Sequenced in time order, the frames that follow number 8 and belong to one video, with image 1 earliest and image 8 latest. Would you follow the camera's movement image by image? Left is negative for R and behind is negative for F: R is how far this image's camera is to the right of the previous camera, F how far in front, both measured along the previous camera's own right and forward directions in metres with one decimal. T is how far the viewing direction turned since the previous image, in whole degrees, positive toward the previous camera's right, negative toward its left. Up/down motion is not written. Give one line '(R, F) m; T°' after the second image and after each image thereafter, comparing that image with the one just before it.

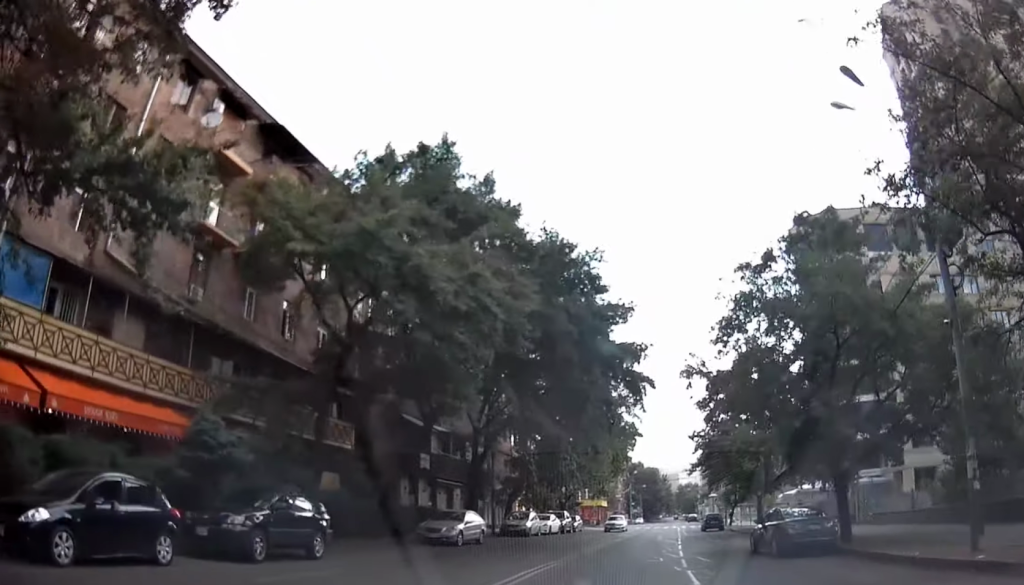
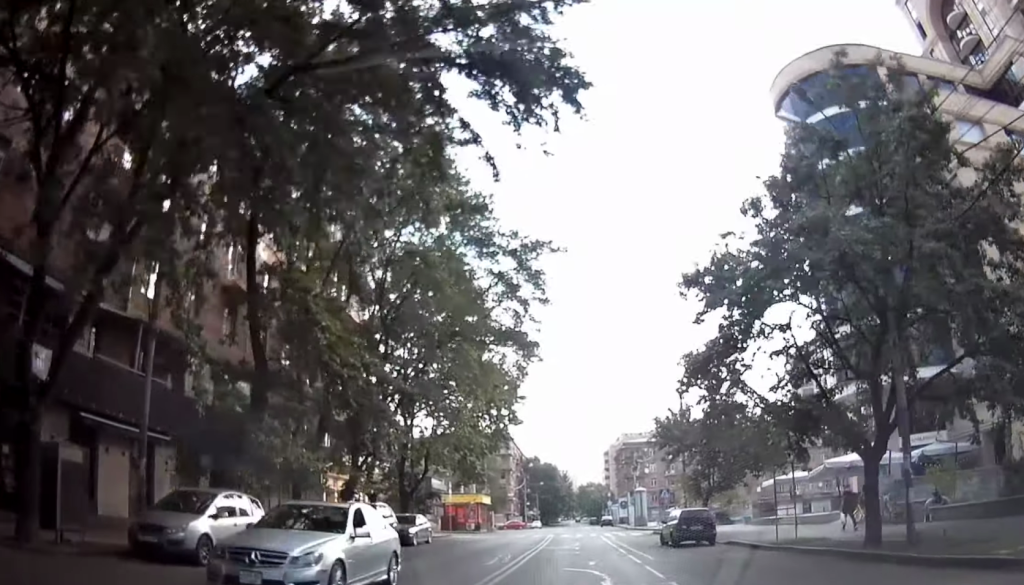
(+3.1, +27.7) m; +10°
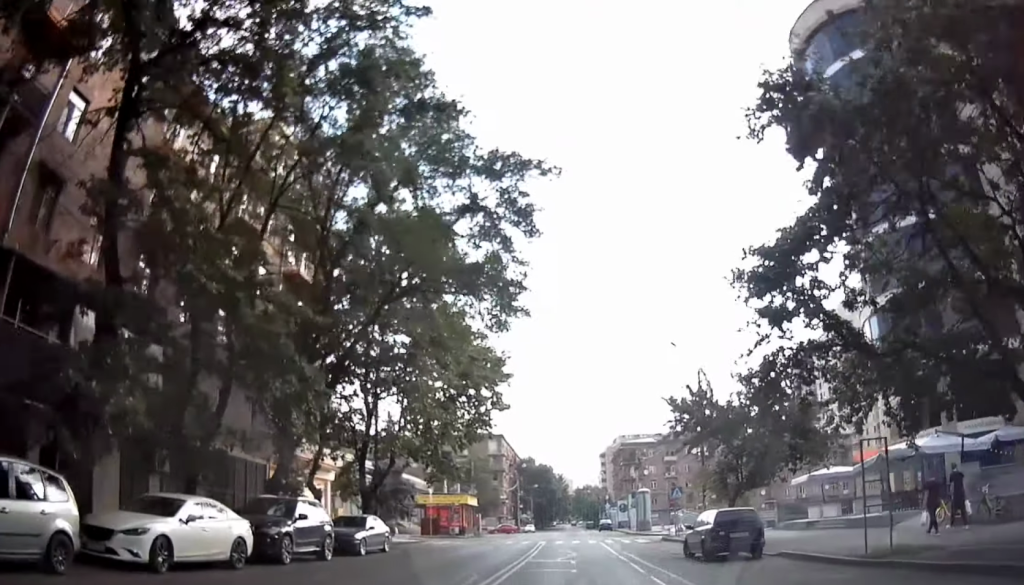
(0.0, +7.0) m; 0°
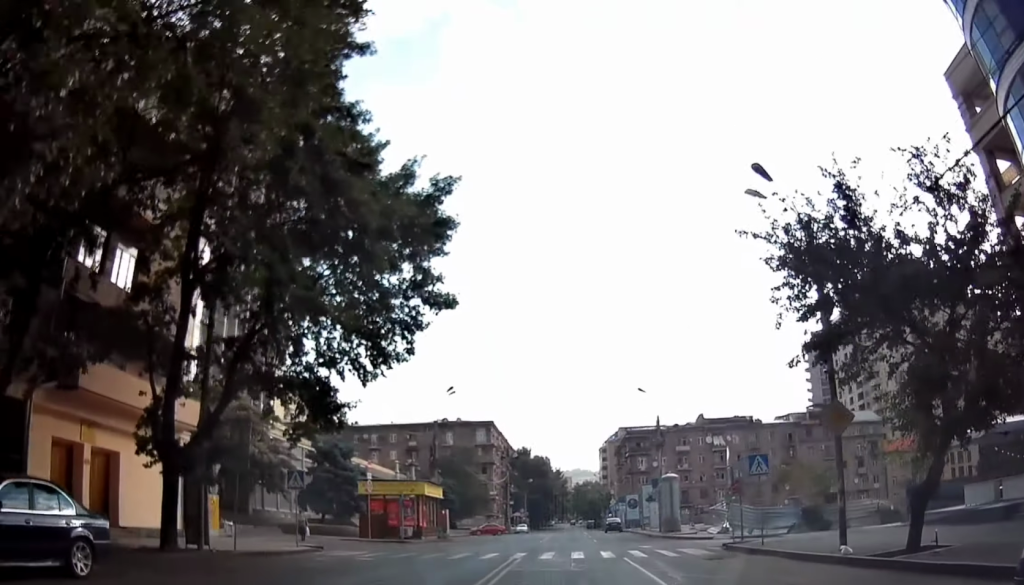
(0.0, +17.3) m; +1°
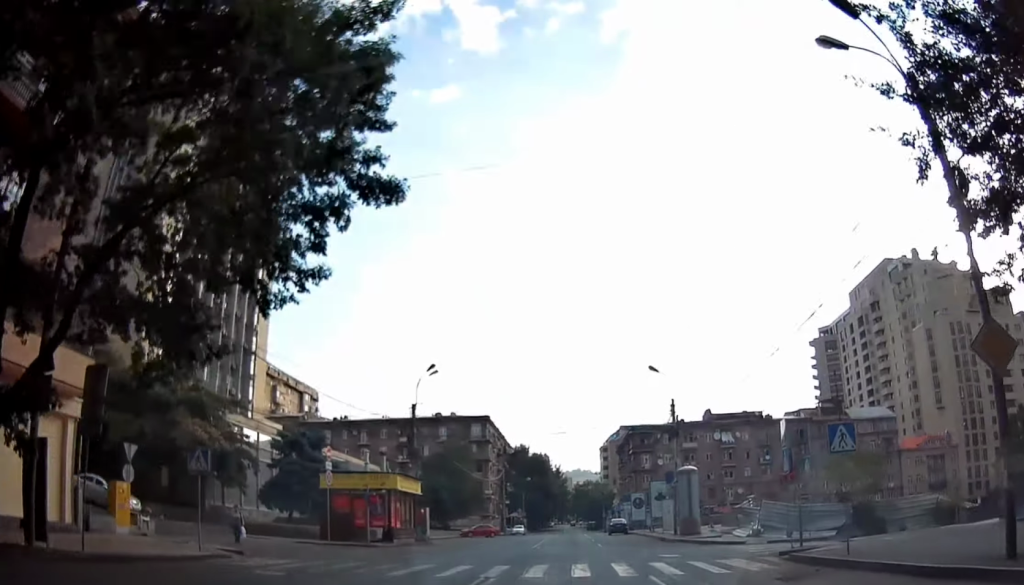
(0.0, +6.9) m; 0°
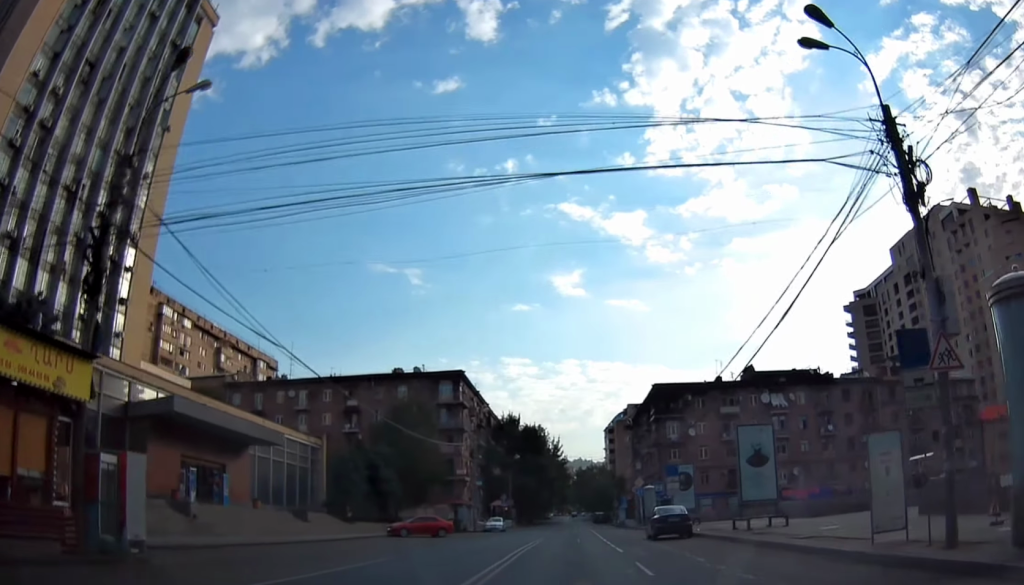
(0.0, +30.6) m; +1°
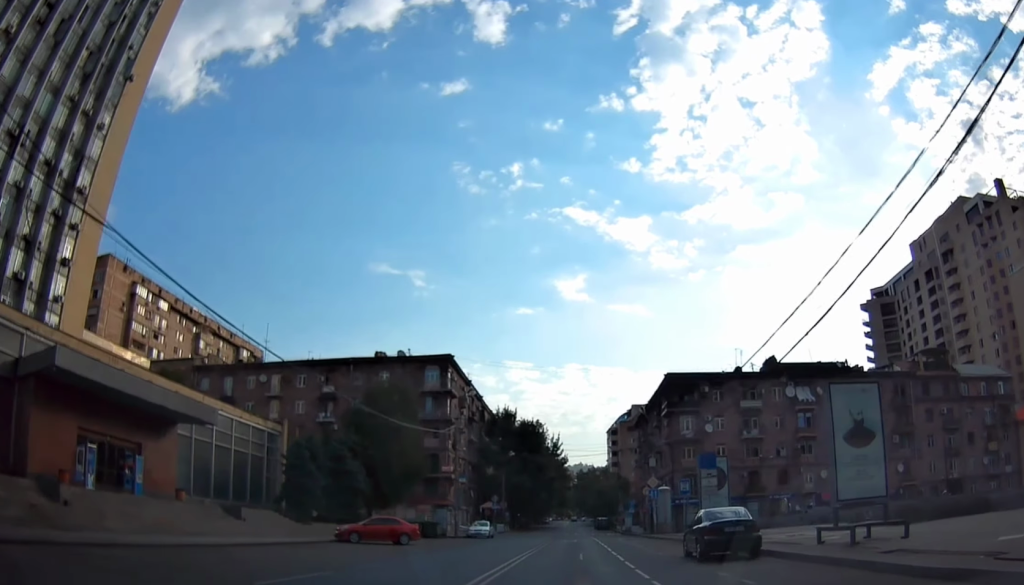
(+0.4, +10.5) m; +1°
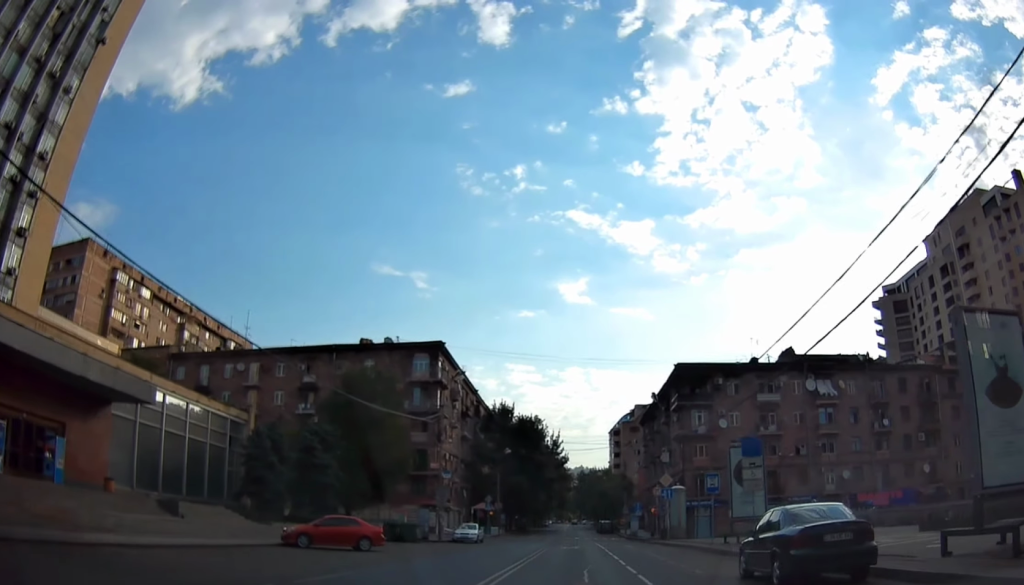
(+0.2, +7.2) m; 0°
